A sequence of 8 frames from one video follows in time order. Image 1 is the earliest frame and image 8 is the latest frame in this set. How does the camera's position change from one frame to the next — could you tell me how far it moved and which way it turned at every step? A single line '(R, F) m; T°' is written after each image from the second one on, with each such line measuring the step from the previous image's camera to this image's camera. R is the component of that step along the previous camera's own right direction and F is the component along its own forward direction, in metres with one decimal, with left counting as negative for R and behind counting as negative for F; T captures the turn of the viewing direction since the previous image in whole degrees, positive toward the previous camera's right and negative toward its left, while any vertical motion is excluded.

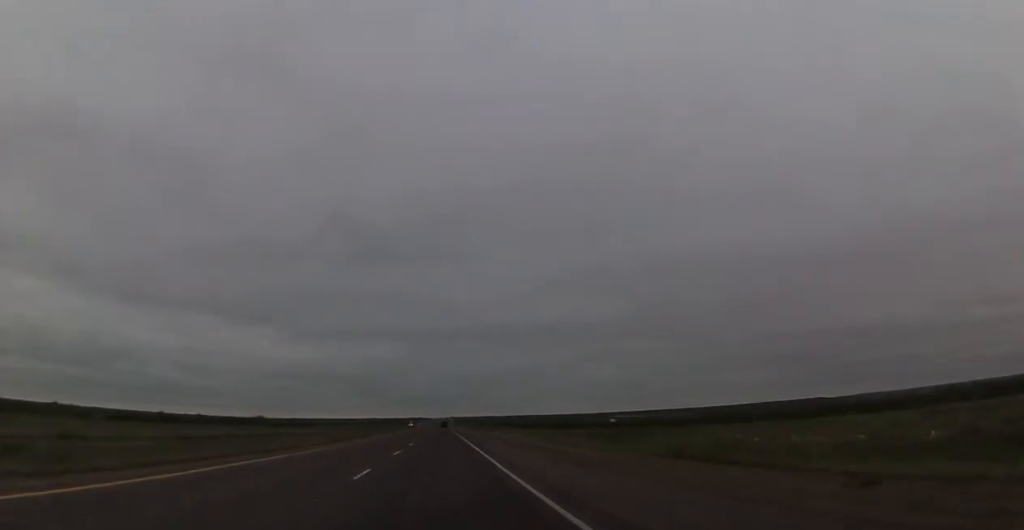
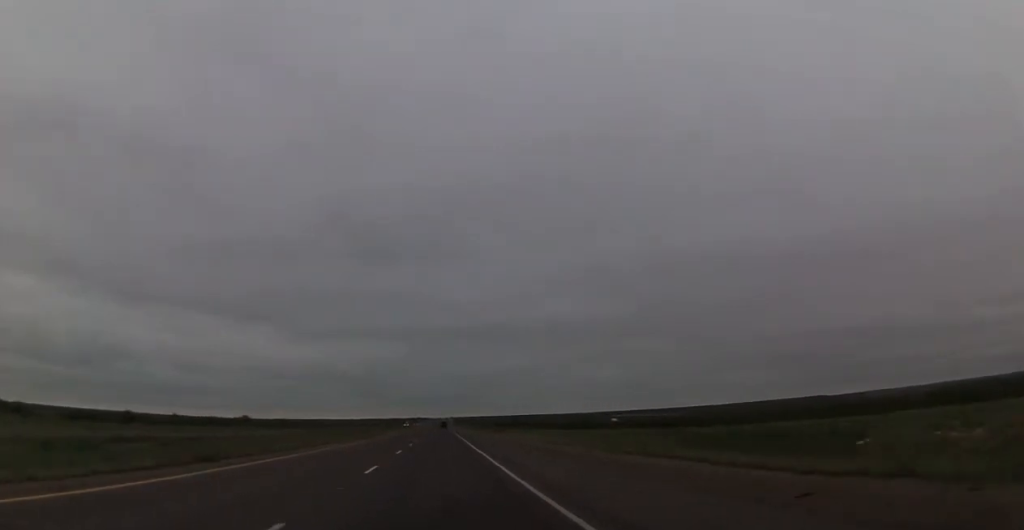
(0.0, +22.2) m; -1°
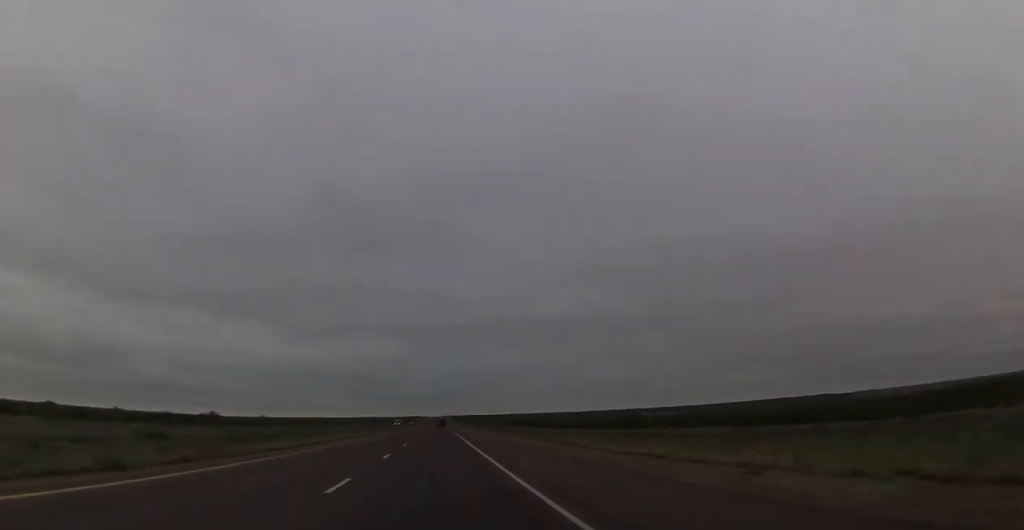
(-0.5, +42.0) m; 0°
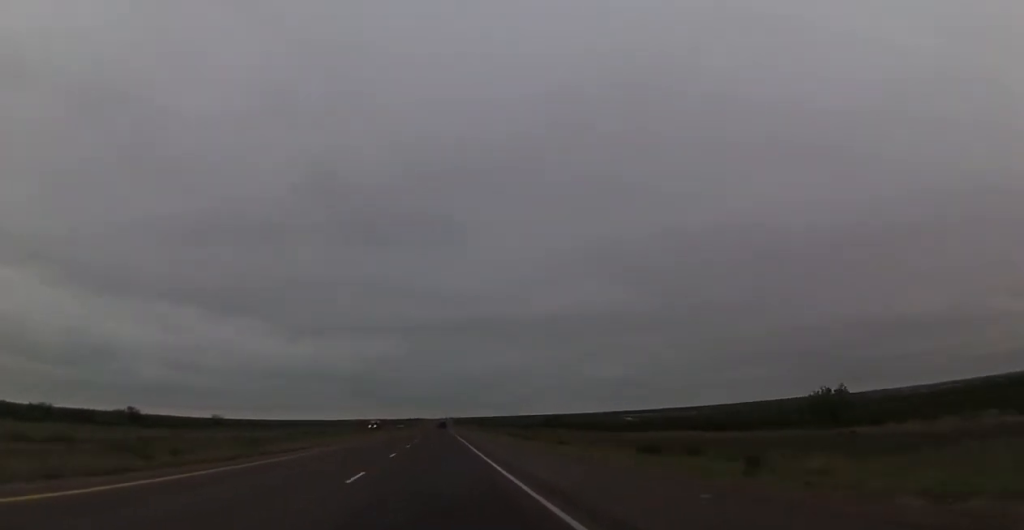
(+0.9, +69.9) m; +1°
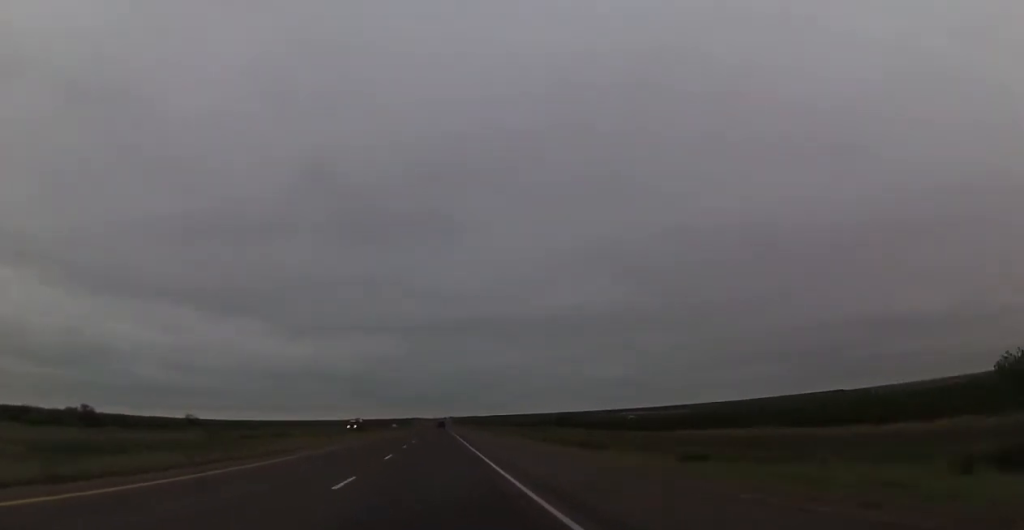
(0.0, +25.7) m; 0°
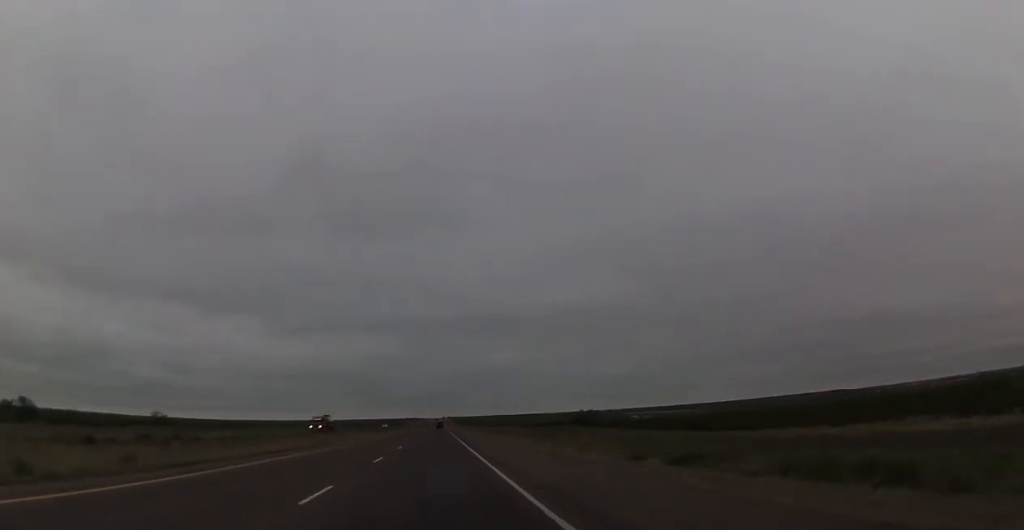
(0.0, +26.9) m; 0°
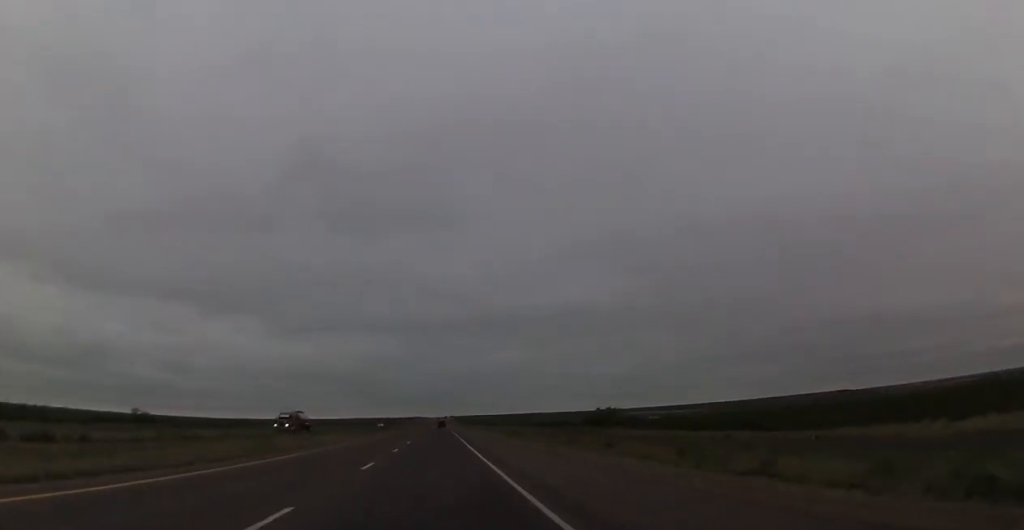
(-0.1, +15.8) m; 0°
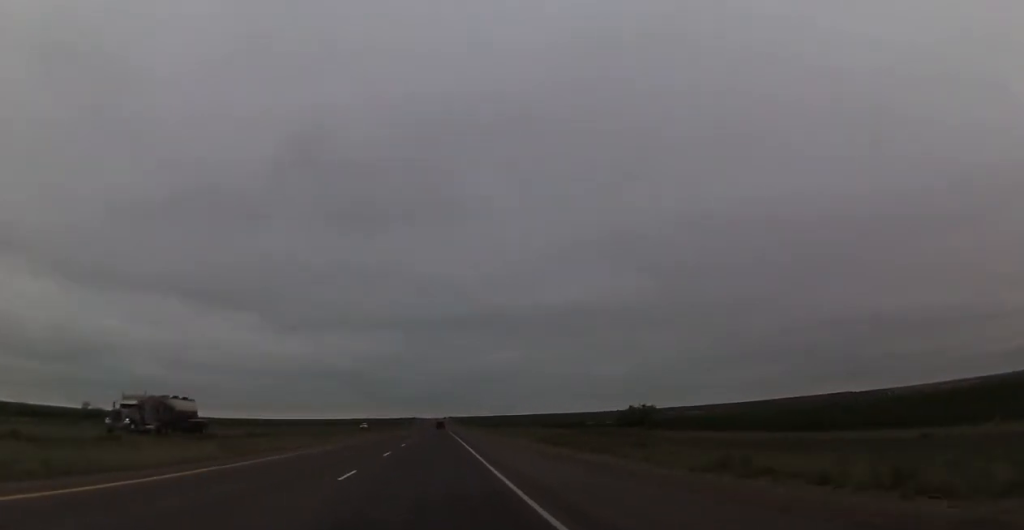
(0.0, +28.1) m; 0°
